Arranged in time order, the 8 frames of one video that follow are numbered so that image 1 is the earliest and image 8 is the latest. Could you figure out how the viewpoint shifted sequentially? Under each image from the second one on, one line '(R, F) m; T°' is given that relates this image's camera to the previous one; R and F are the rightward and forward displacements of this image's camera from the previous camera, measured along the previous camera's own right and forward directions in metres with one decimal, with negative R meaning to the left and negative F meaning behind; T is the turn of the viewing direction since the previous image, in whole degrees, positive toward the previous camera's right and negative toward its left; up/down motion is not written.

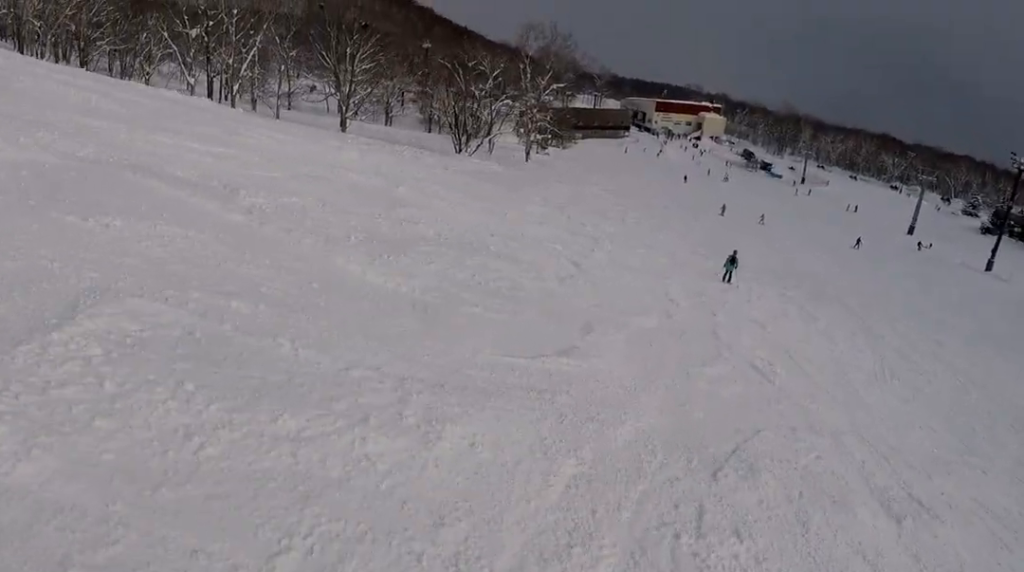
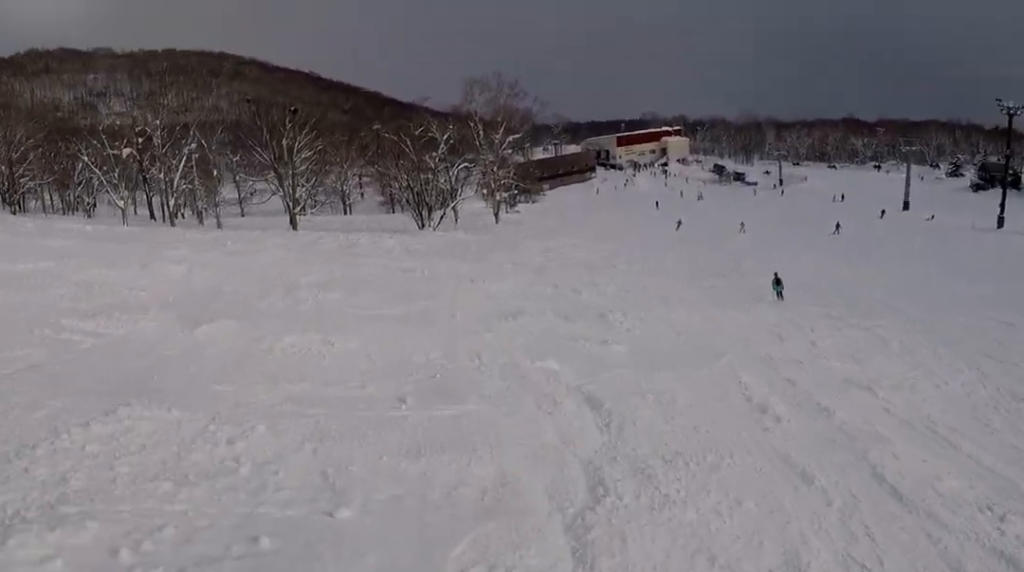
(-0.9, +8.4) m; 0°
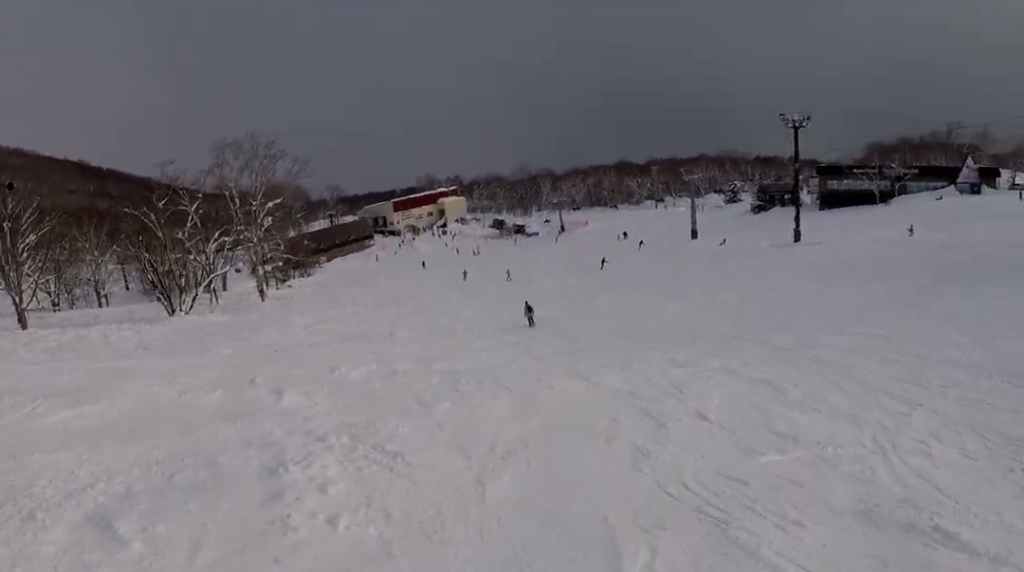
(+1.5, +10.6) m; +12°
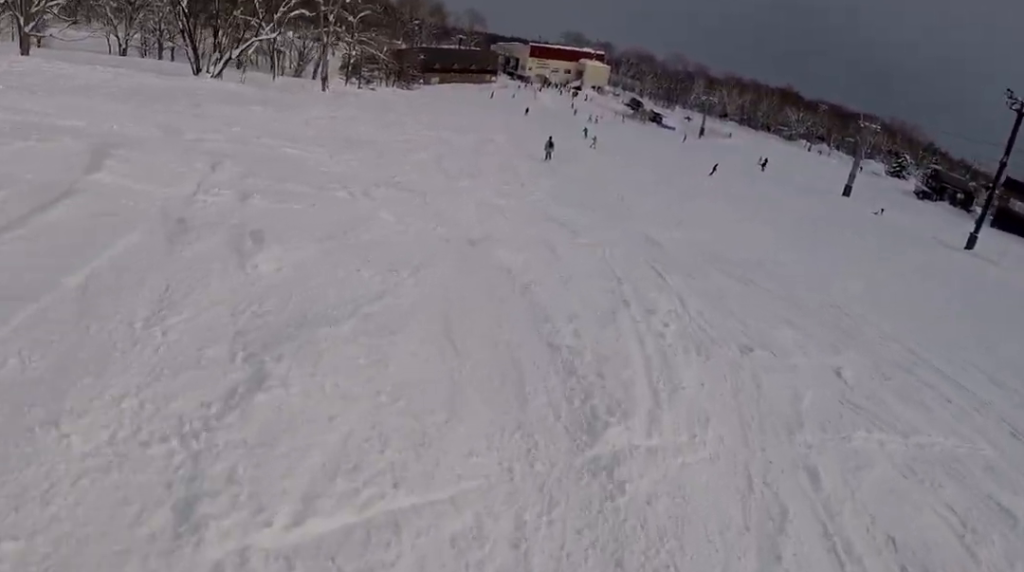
(-1.0, +14.1) m; -8°
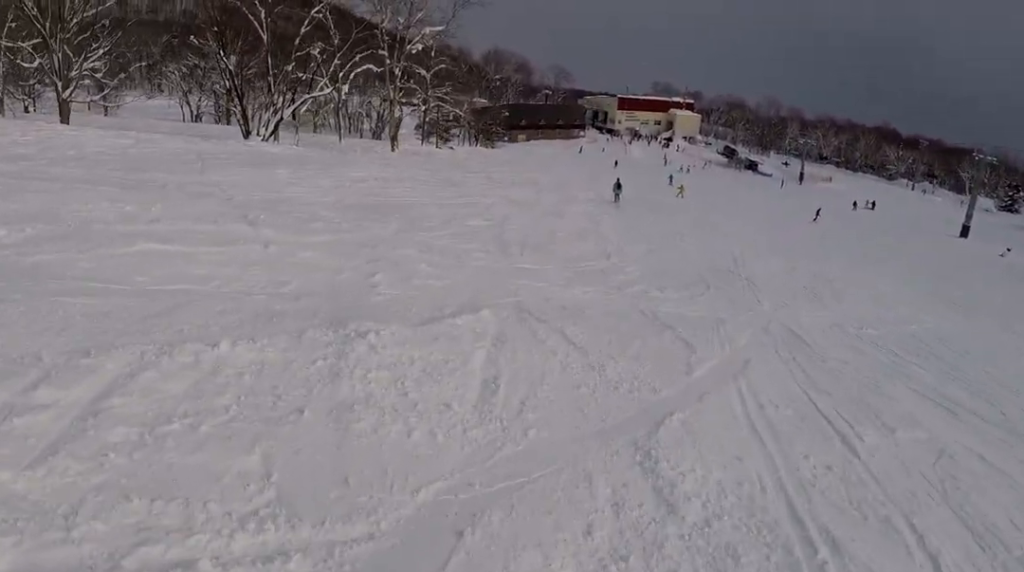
(-0.3, +7.2) m; -5°
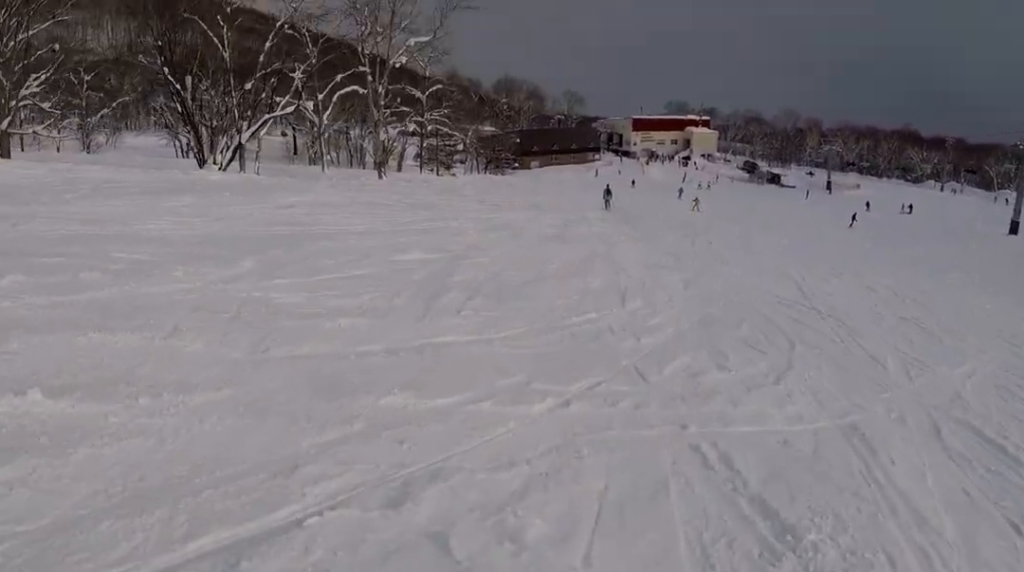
(0.0, +8.2) m; -6°
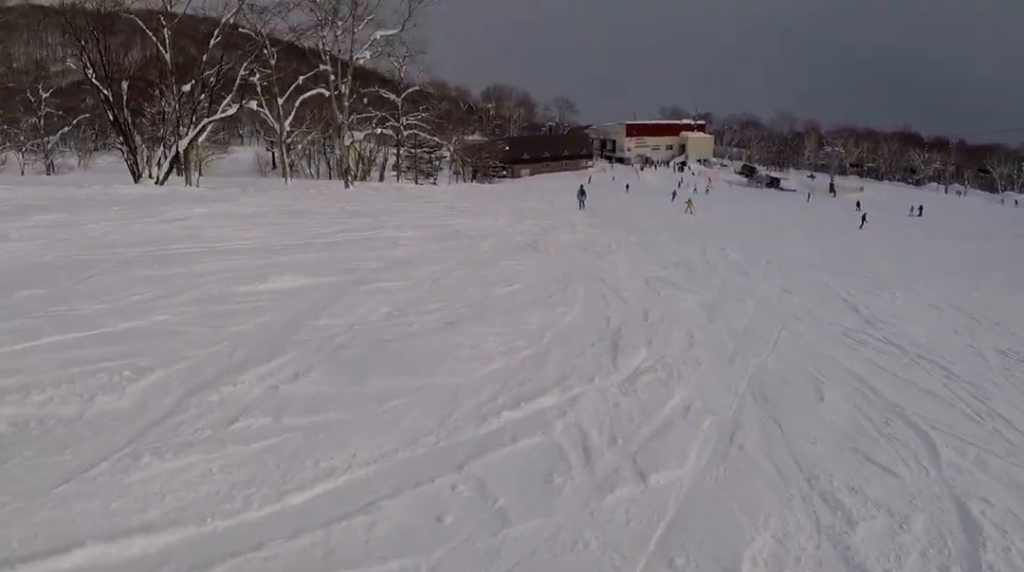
(-0.6, +5.4) m; -3°
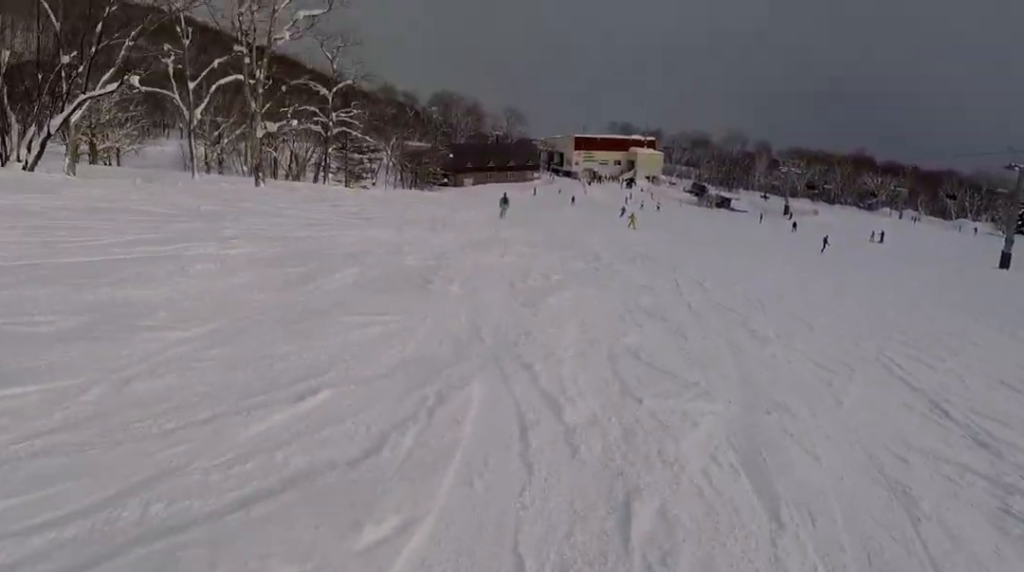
(-0.3, +6.2) m; -3°
